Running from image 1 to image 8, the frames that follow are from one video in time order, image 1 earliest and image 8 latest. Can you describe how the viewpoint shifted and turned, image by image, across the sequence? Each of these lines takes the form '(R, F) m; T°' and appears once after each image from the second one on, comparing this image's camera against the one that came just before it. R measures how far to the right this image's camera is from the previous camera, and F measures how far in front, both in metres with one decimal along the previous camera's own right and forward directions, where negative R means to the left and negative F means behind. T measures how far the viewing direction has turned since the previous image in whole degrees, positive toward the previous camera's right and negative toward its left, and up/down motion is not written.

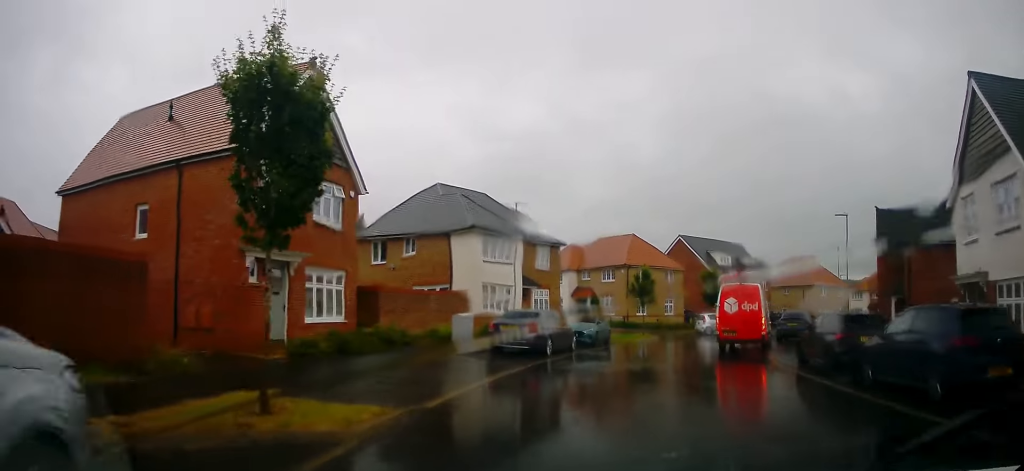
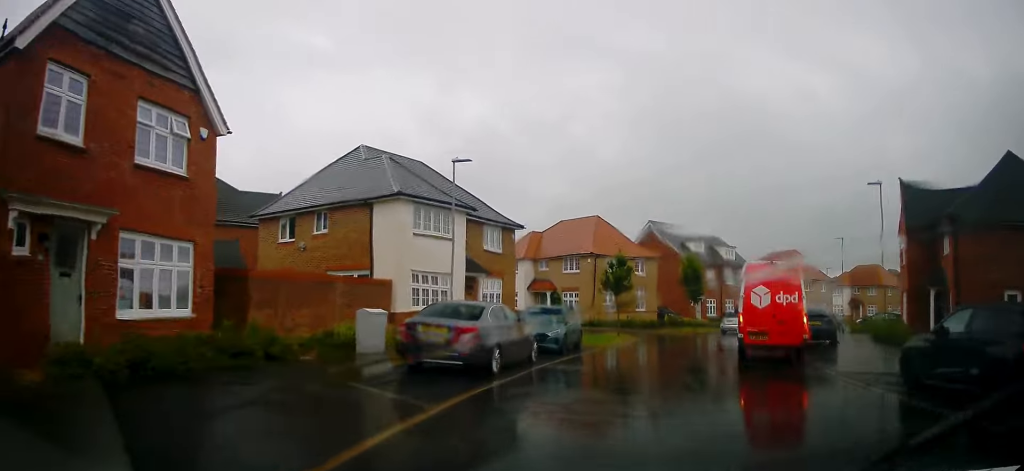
(+0.4, +6.8) m; +7°
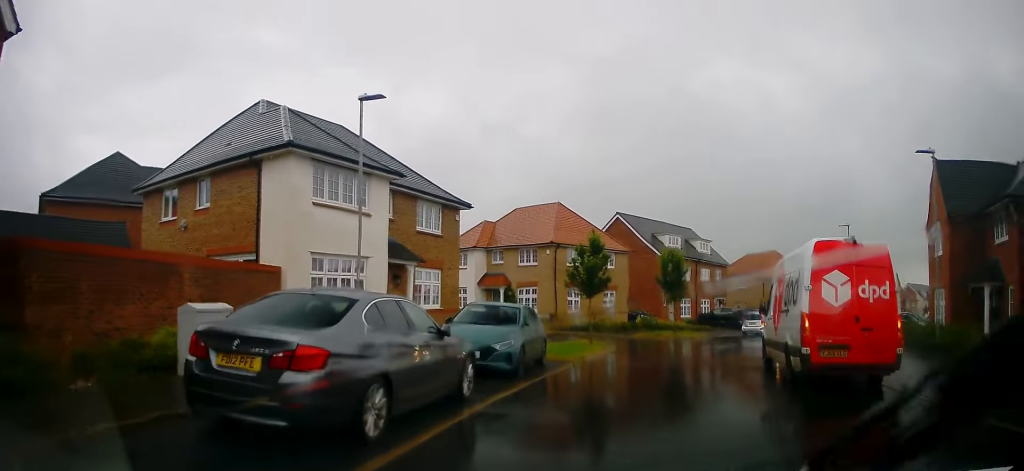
(+0.3, +6.4) m; +4°
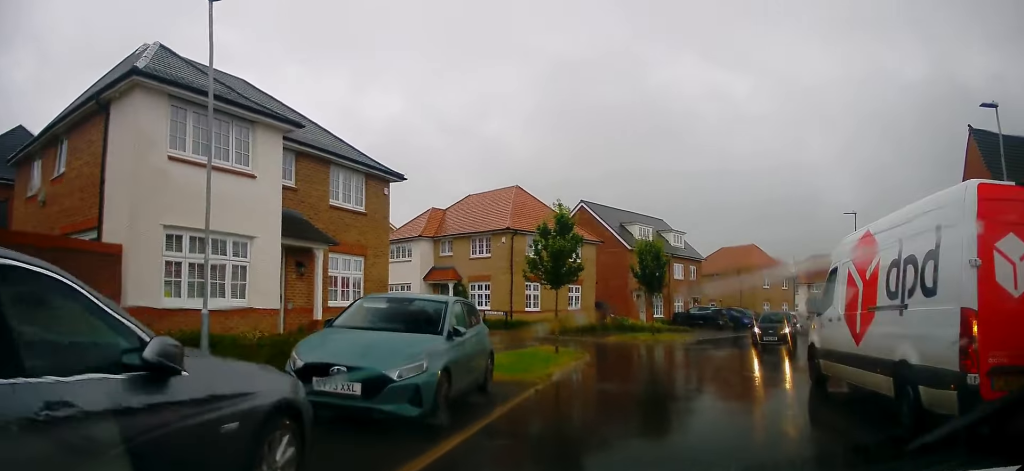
(+0.3, +5.6) m; +5°
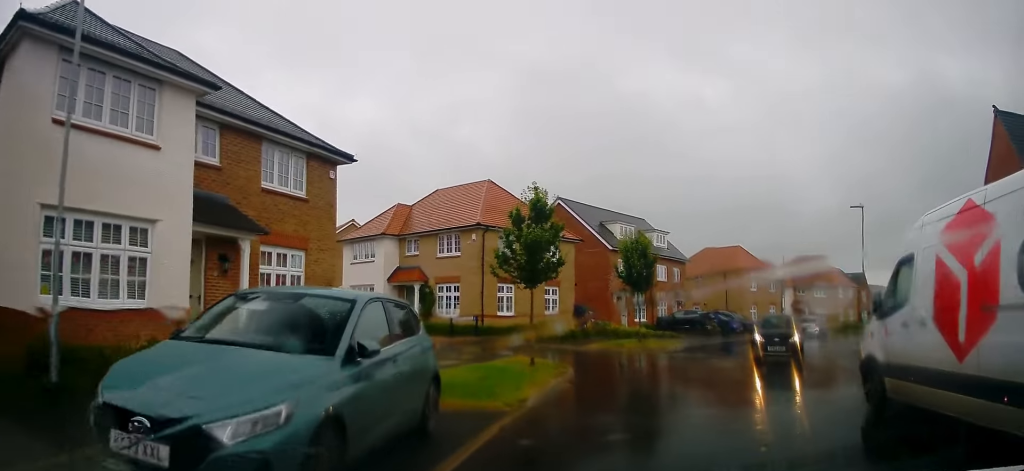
(+0.1, +2.9) m; 0°
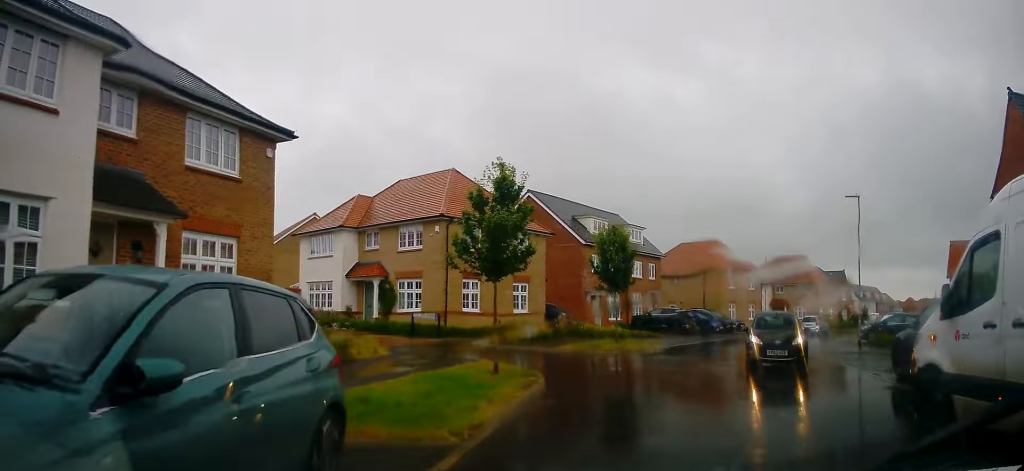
(0.0, +2.0) m; -1°
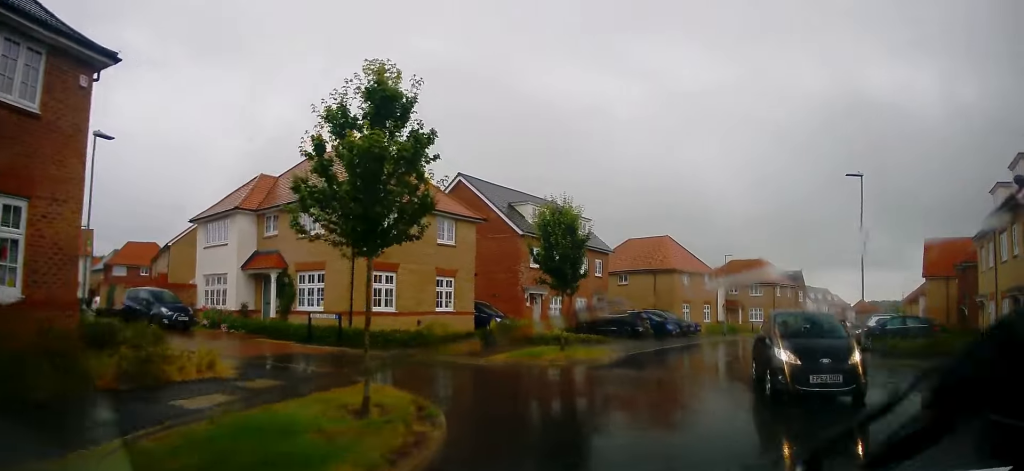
(-0.1, +4.9) m; +3°
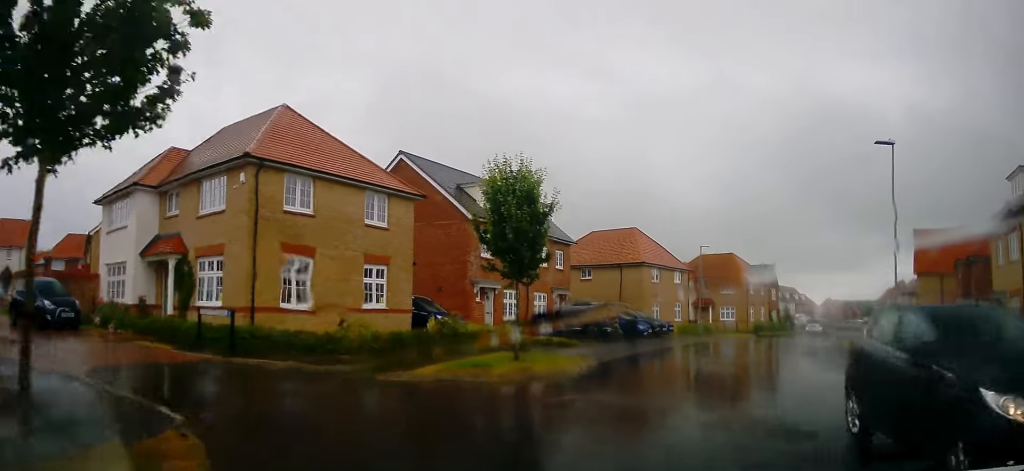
(+0.3, +4.6) m; +10°
